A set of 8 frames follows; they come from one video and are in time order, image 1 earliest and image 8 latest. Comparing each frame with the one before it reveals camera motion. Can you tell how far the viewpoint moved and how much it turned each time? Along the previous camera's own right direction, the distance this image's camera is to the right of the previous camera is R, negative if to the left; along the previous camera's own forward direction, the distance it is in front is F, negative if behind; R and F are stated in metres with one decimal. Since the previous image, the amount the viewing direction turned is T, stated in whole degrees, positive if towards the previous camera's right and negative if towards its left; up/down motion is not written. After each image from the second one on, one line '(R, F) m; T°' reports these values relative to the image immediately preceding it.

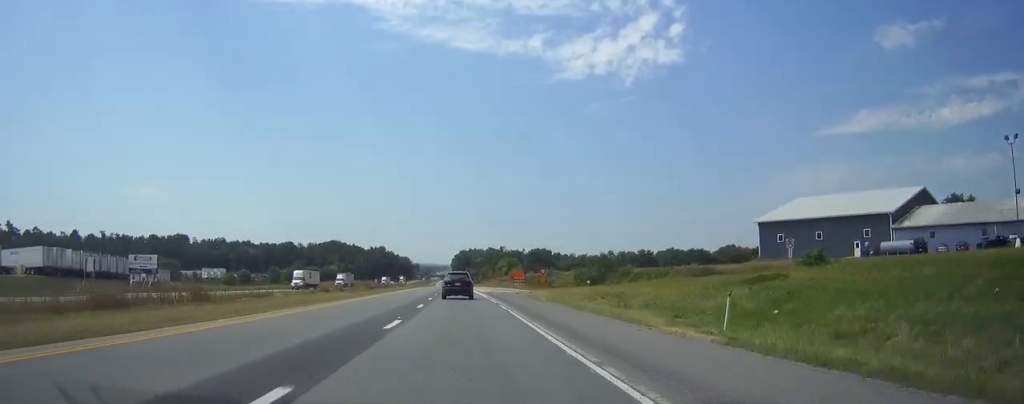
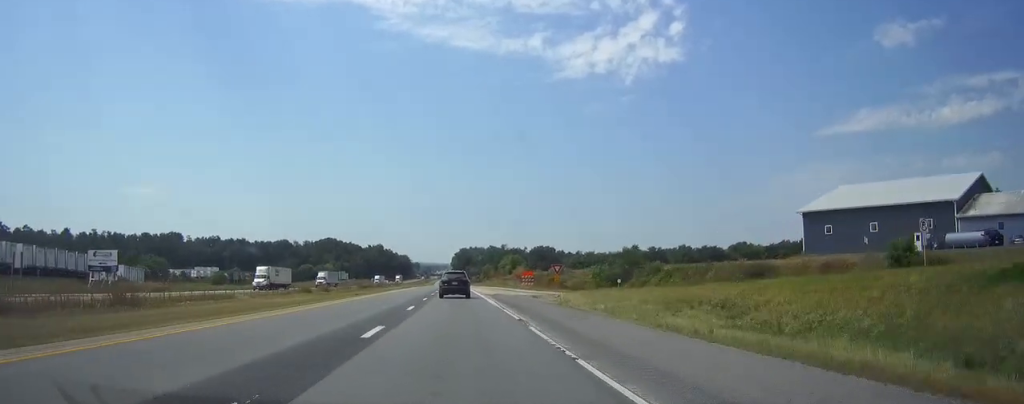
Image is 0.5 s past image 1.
(0.0, +14.6) m; 0°
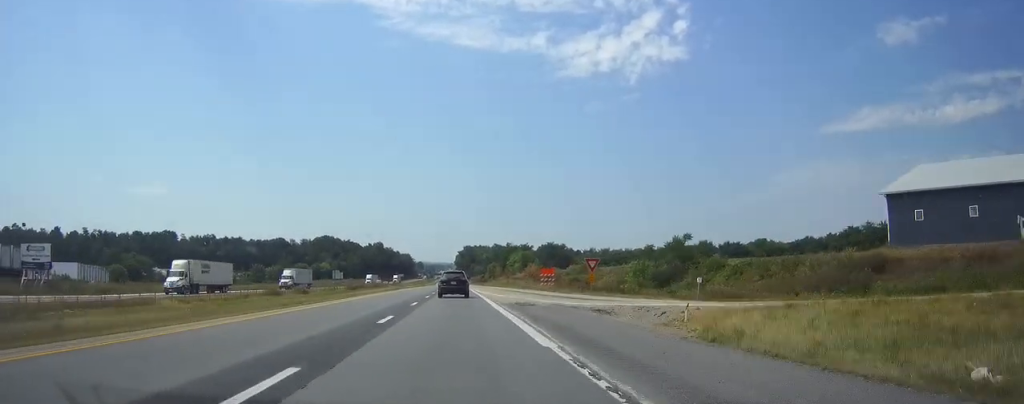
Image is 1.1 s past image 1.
(0.0, +19.9) m; 0°
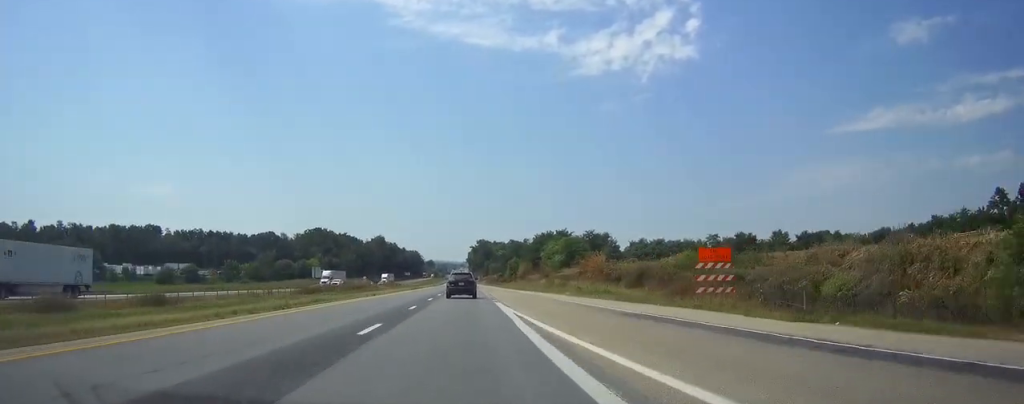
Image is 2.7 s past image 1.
(-0.5, +51.5) m; -1°
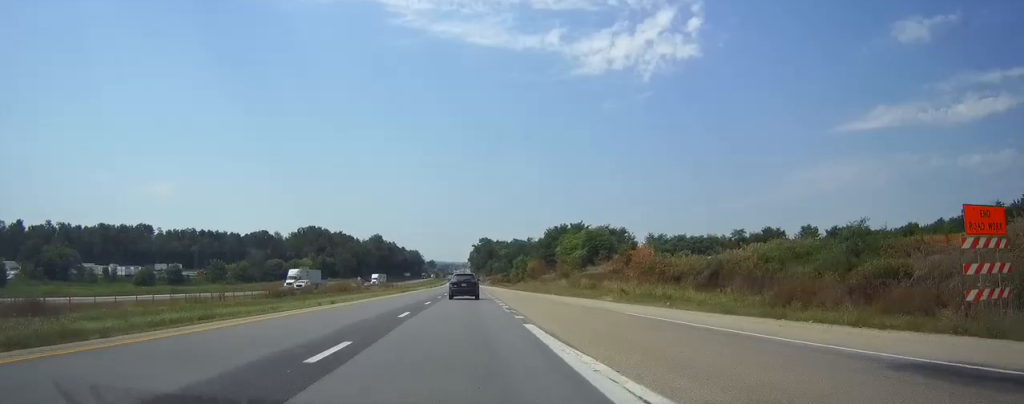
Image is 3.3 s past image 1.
(0.0, +16.9) m; 0°
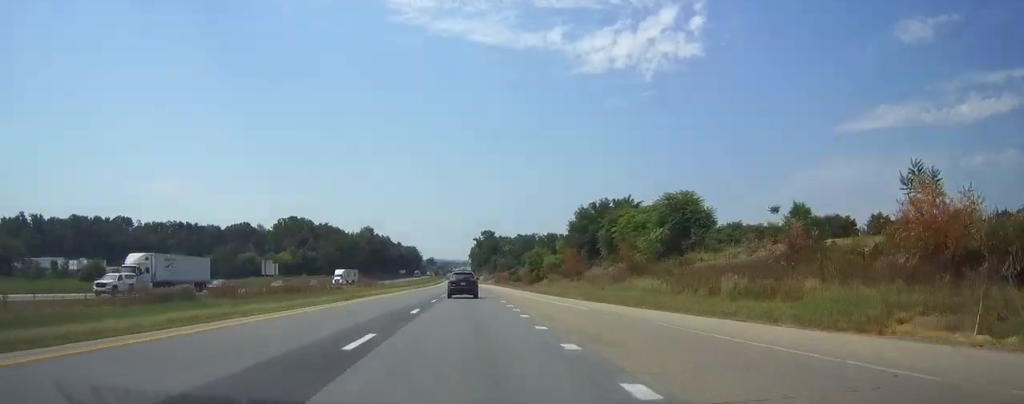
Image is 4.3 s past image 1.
(-0.1, +34.1) m; 0°
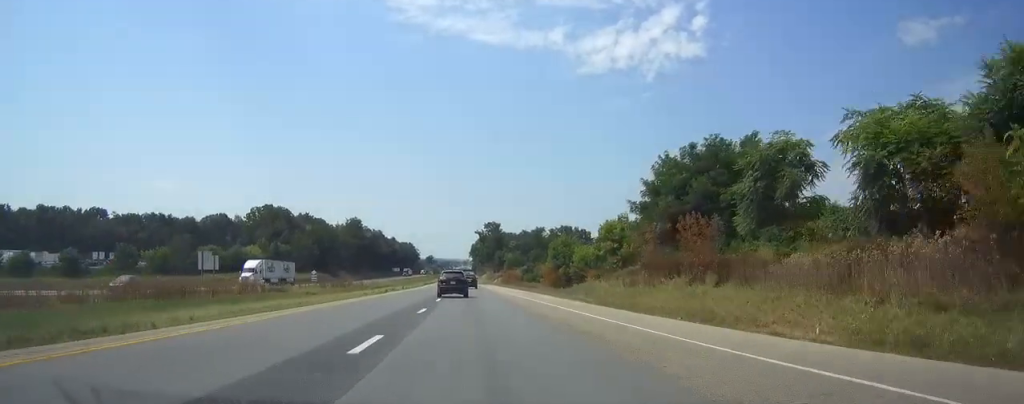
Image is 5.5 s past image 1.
(-0.1, +36.7) m; 0°
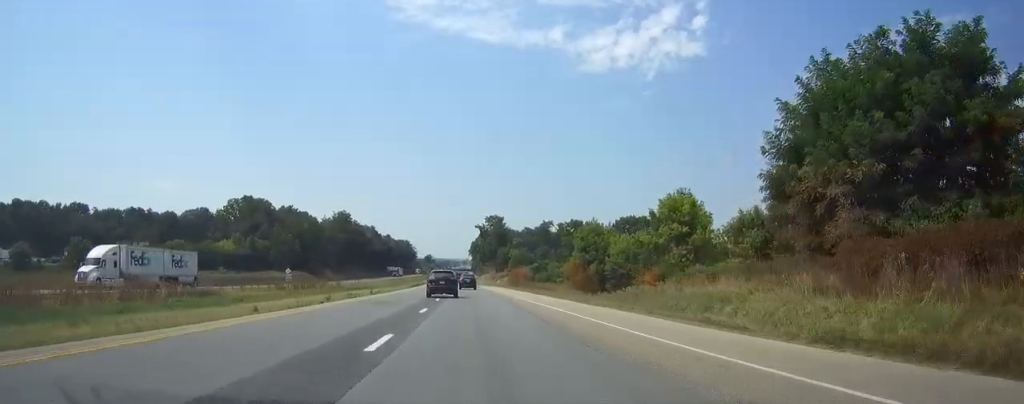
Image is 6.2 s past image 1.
(0.0, +23.9) m; 0°
